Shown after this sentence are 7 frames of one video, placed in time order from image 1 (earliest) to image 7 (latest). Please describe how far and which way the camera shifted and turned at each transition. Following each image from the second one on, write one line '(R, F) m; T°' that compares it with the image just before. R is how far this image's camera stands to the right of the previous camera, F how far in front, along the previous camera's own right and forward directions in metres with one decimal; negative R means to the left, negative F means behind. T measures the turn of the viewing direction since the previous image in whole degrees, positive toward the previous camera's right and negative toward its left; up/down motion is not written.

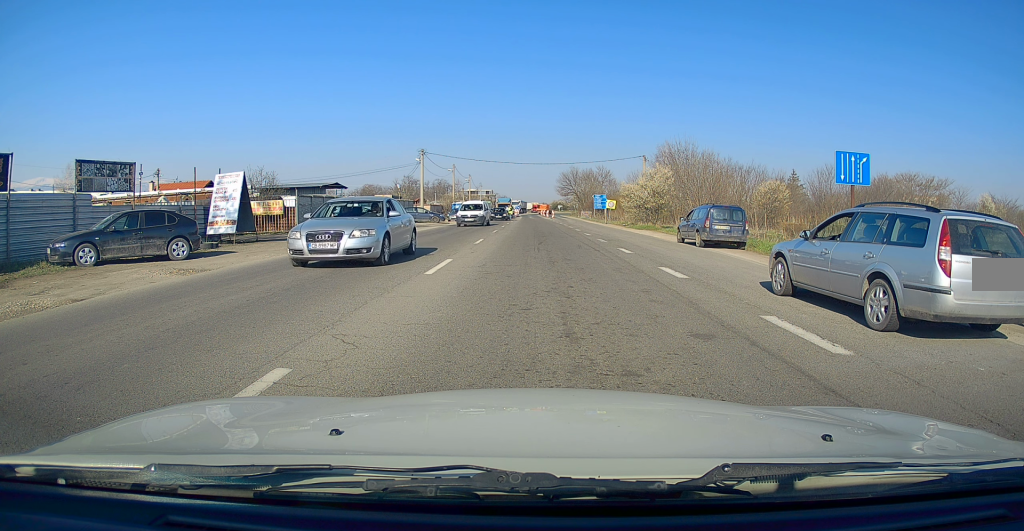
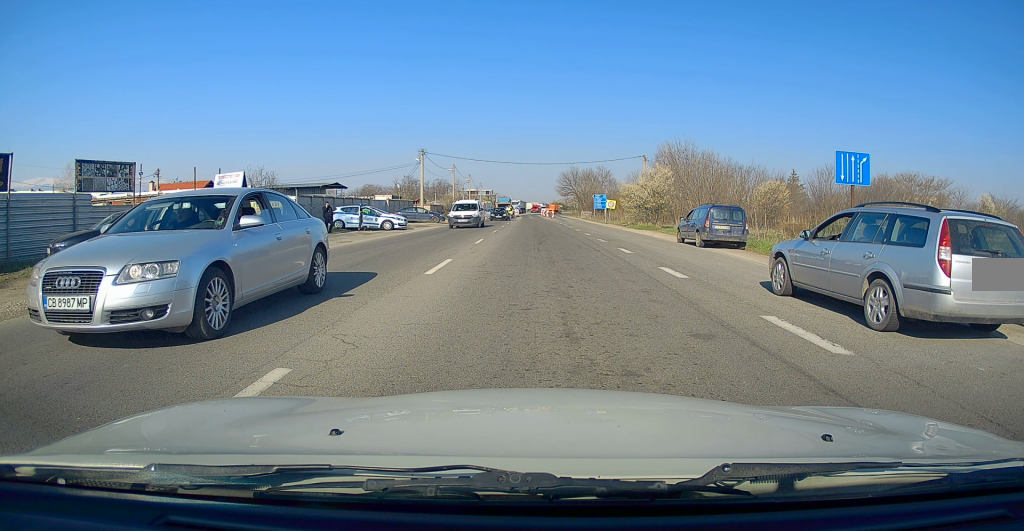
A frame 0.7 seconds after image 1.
(0.0, 0.0) m; 0°
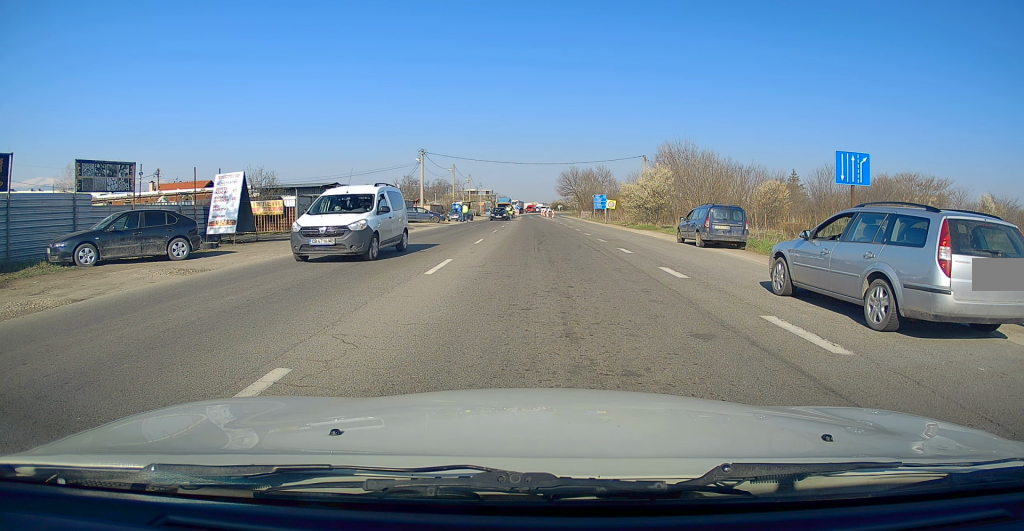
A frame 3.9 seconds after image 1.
(0.0, 0.0) m; 0°
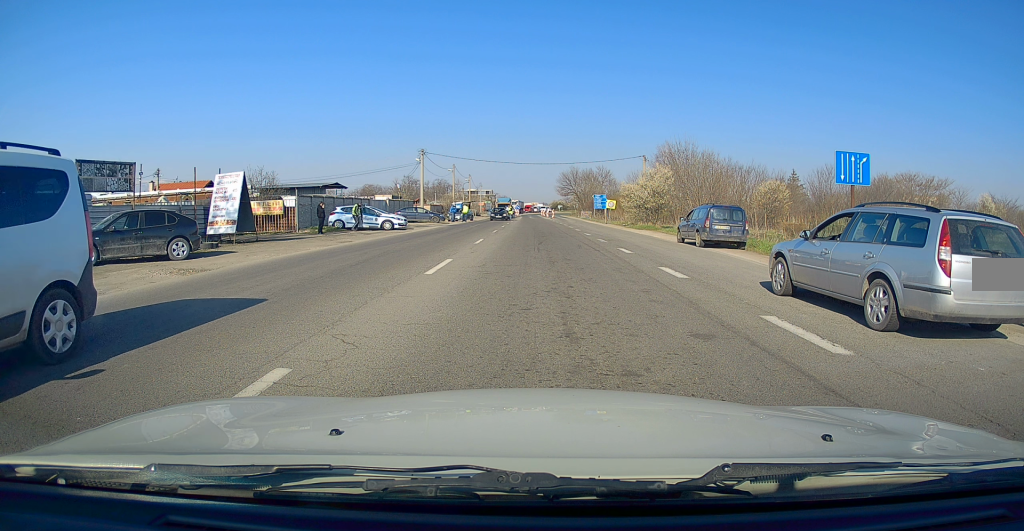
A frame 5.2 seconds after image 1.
(0.0, 0.0) m; 0°
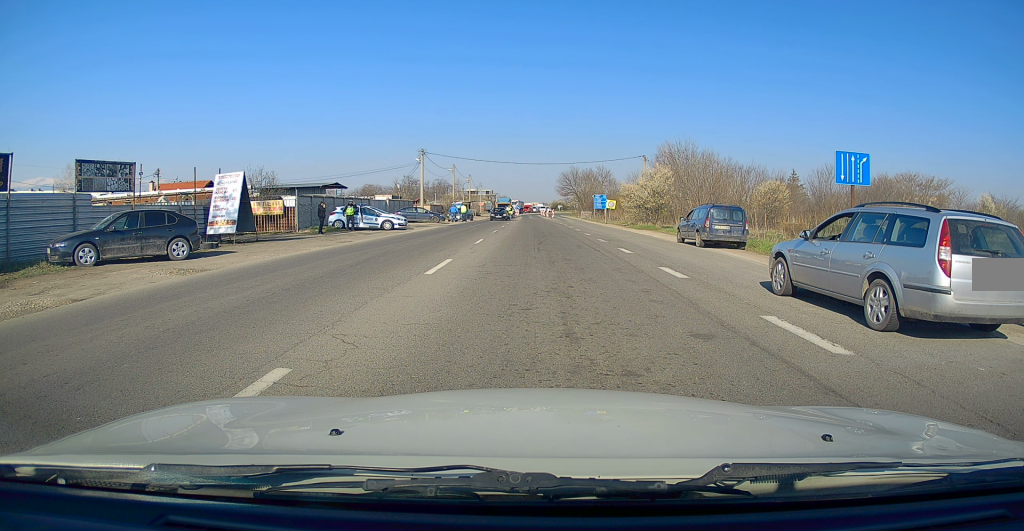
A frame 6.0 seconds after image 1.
(0.0, 0.0) m; 0°
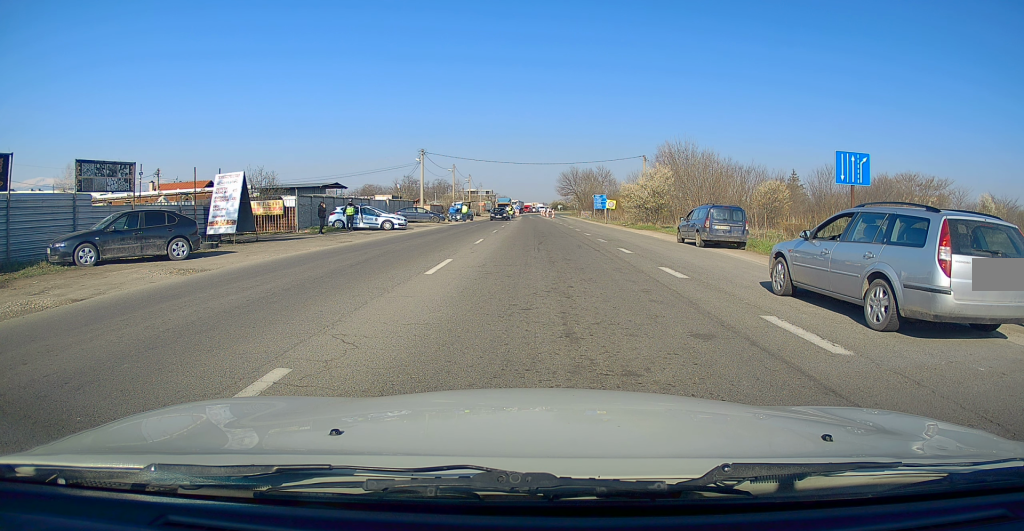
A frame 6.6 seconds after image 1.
(0.0, 0.0) m; 0°
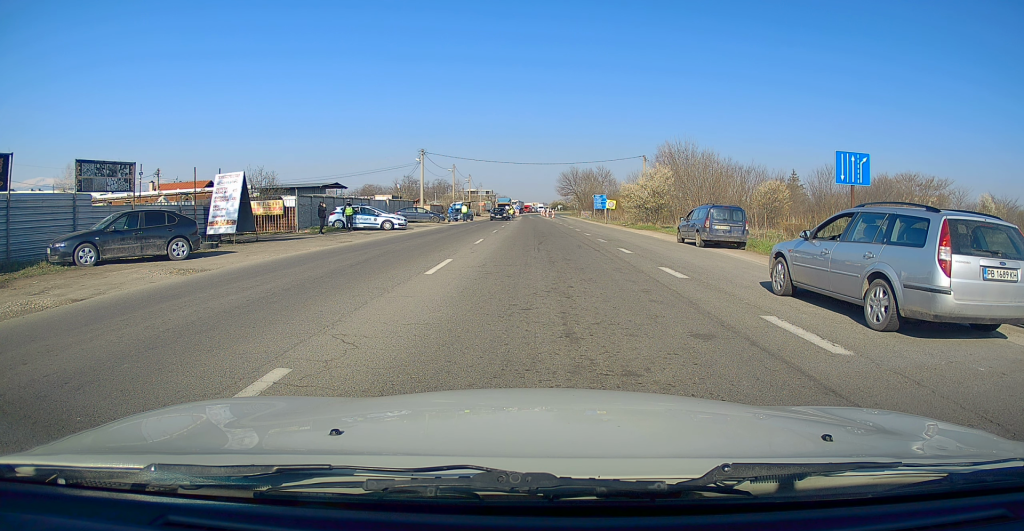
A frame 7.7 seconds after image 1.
(0.0, 0.0) m; 0°
